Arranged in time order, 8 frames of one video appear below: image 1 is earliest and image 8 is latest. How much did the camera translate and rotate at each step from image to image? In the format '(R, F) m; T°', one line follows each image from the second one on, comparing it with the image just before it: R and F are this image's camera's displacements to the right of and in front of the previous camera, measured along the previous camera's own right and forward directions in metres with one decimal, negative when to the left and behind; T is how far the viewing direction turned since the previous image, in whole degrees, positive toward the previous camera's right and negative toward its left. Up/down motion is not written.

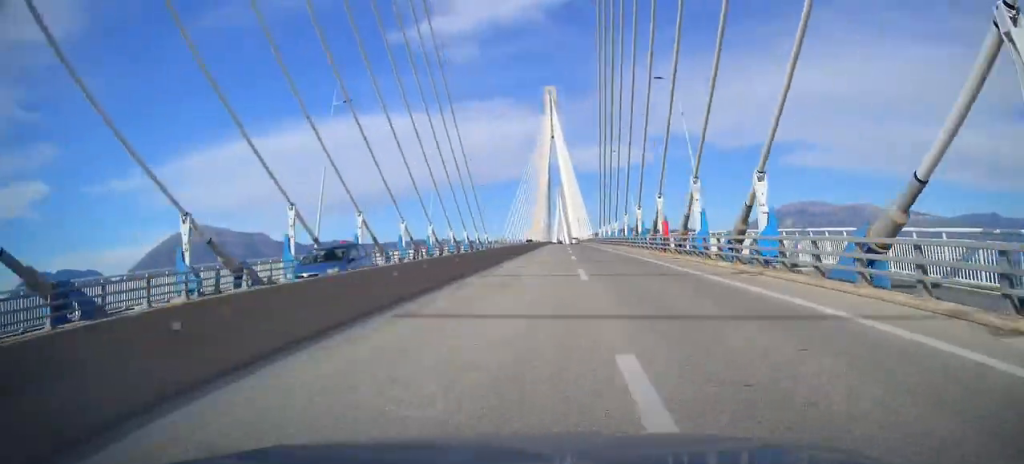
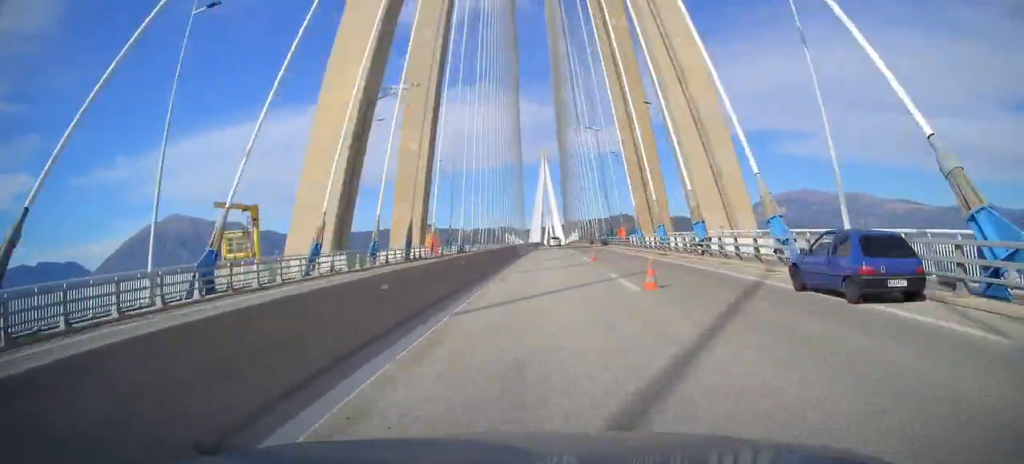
(+3.2, +348.5) m; +1°
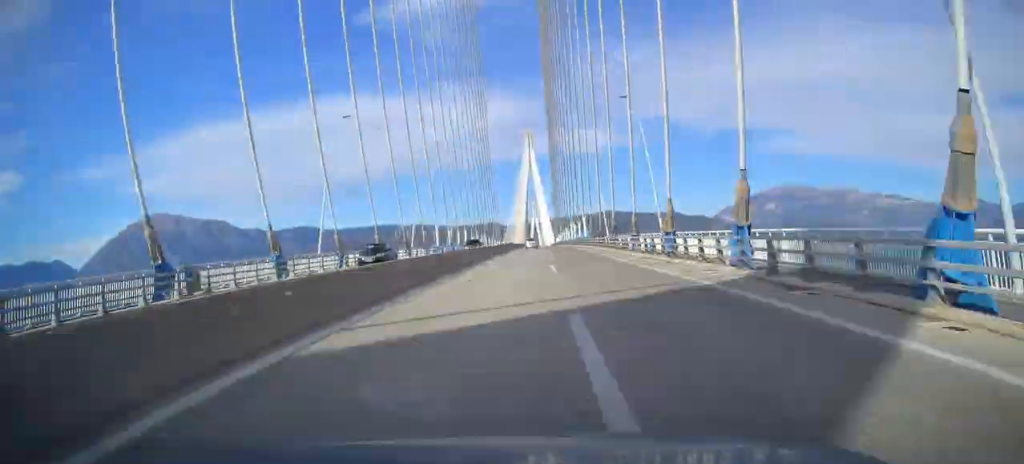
(+0.4, +97.4) m; 0°
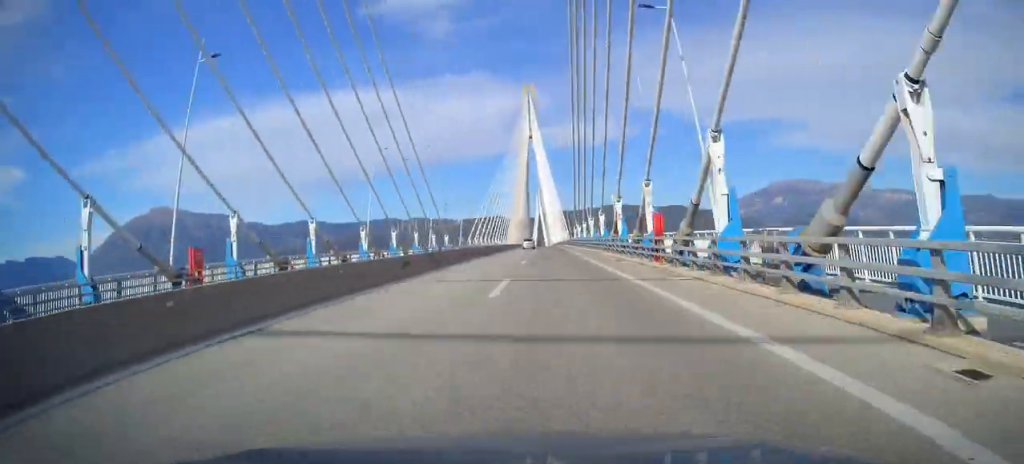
(-0.5, +121.4) m; 0°
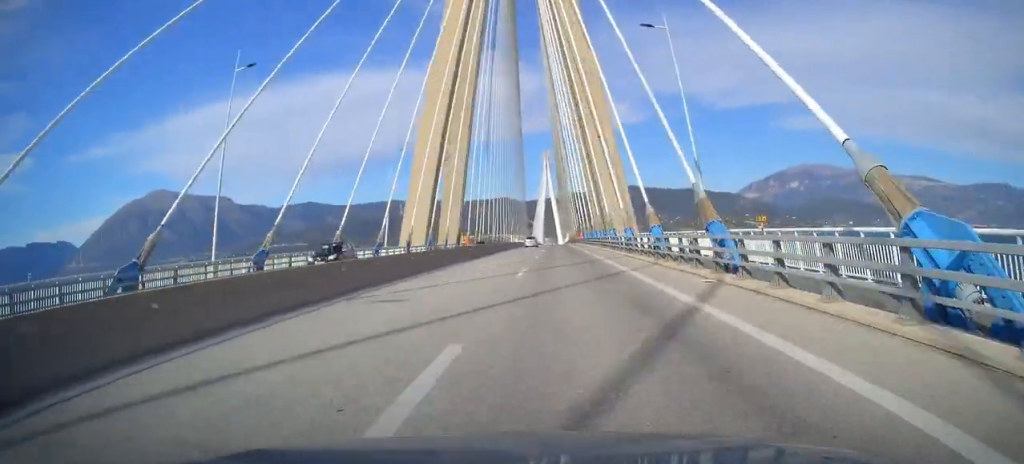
(-1.0, +298.9) m; 0°
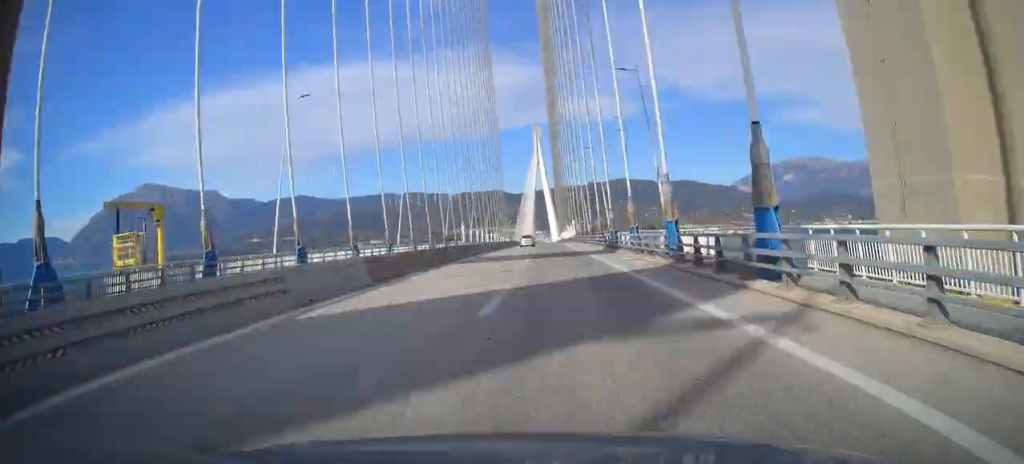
(0.0, +112.2) m; 0°
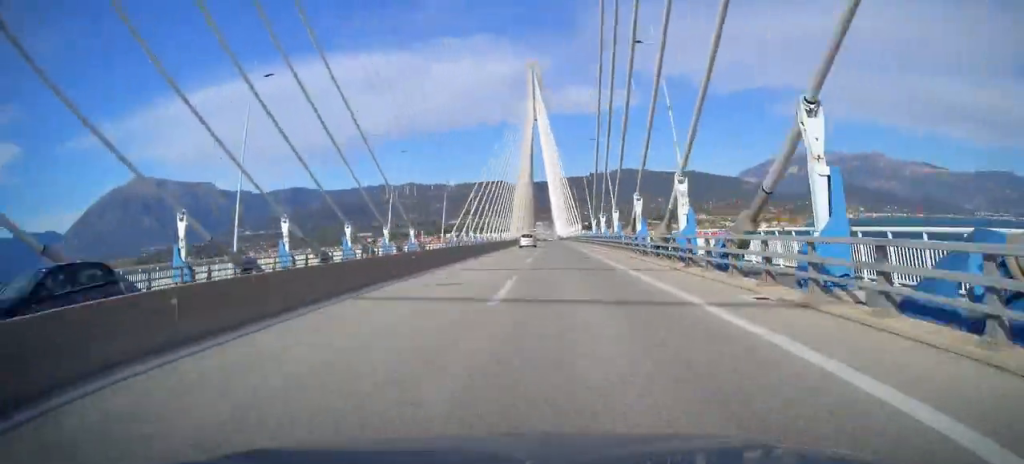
(-0.1, +185.8) m; 0°
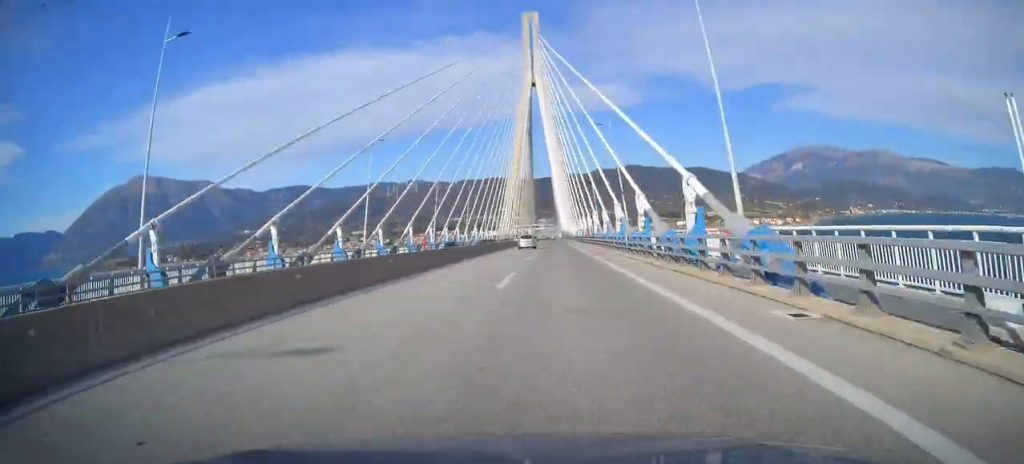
(+0.2, +81.9) m; 0°
